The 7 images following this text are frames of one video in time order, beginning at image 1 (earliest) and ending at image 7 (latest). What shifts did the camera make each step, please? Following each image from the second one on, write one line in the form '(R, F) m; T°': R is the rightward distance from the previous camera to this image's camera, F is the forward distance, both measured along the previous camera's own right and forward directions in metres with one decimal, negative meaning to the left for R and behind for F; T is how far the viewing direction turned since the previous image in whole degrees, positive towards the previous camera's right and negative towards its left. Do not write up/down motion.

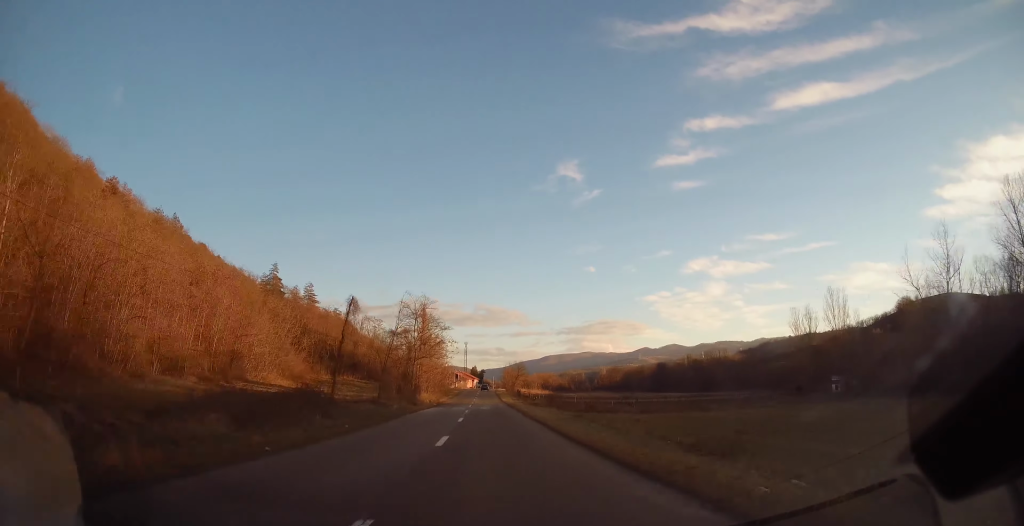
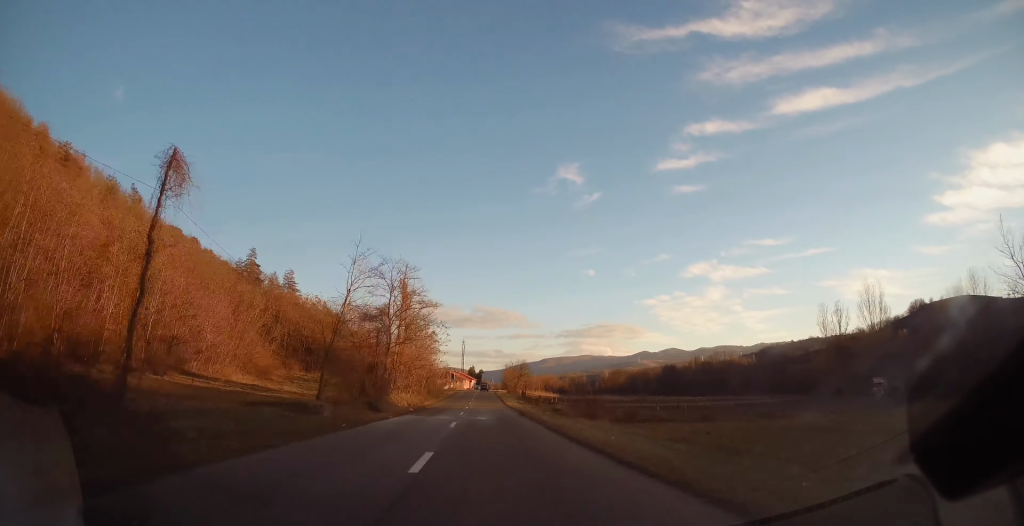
(-0.1, +16.7) m; +1°
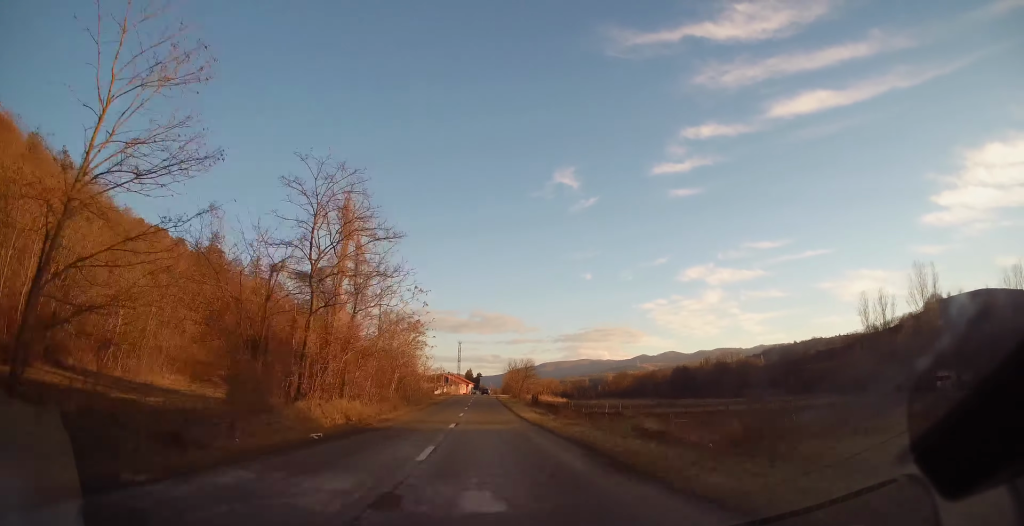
(+0.3, +21.2) m; +1°
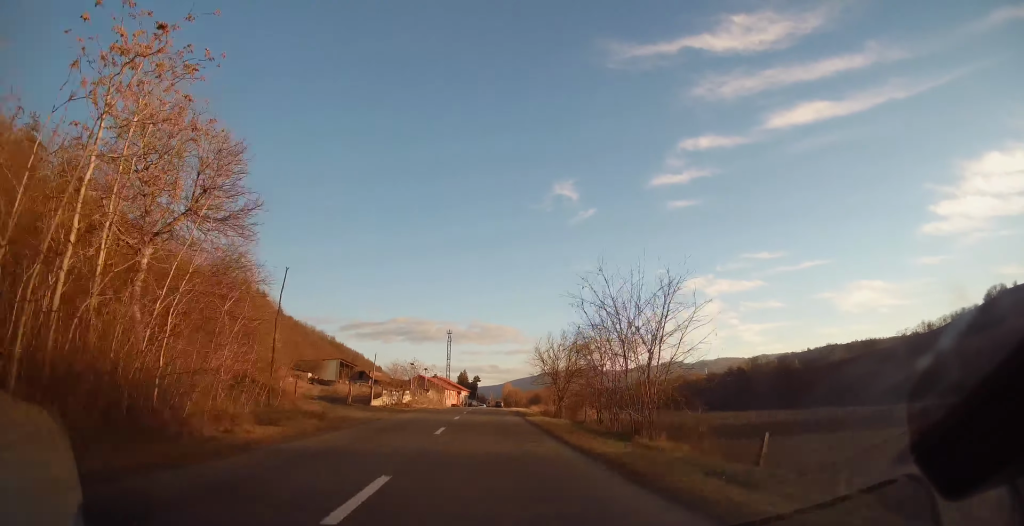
(-0.8, +63.3) m; -1°
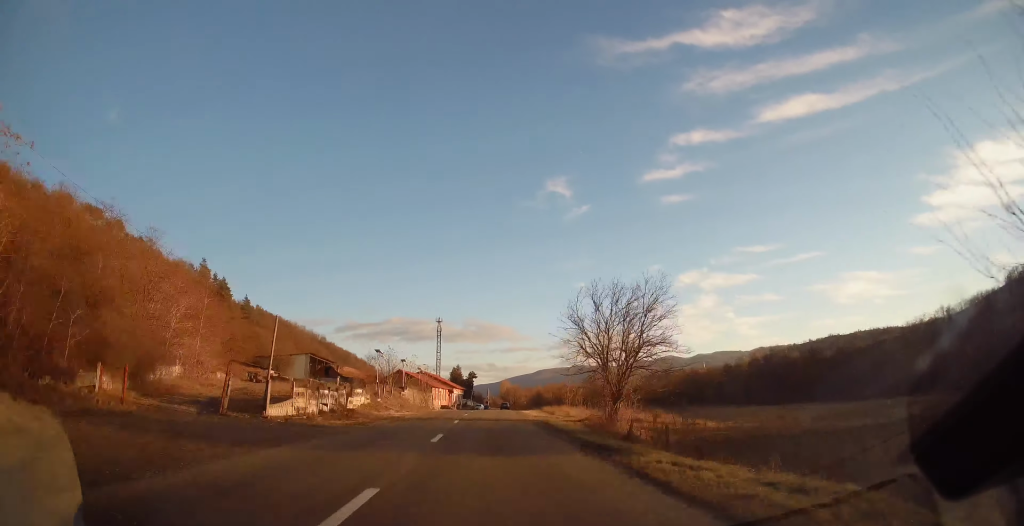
(+0.2, +23.5) m; +1°
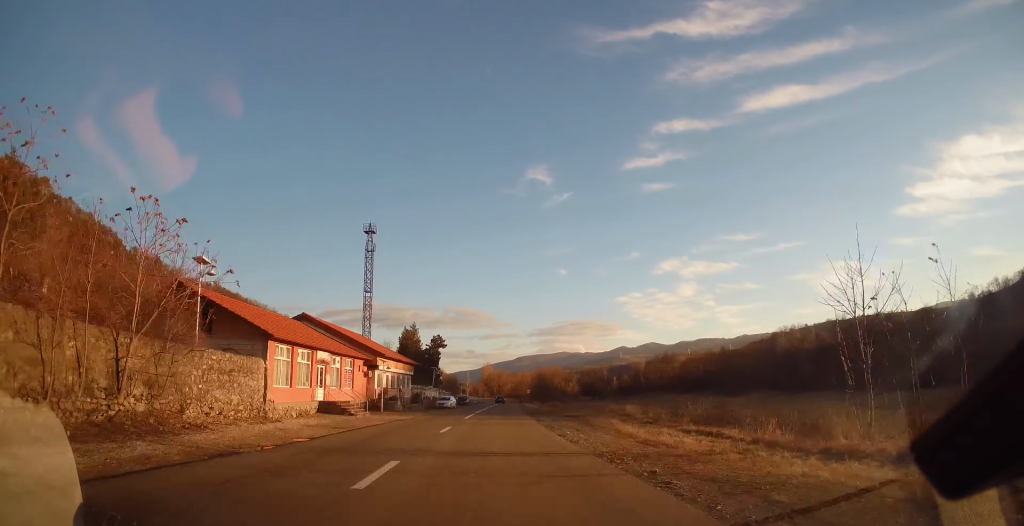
(+0.8, +65.1) m; +2°
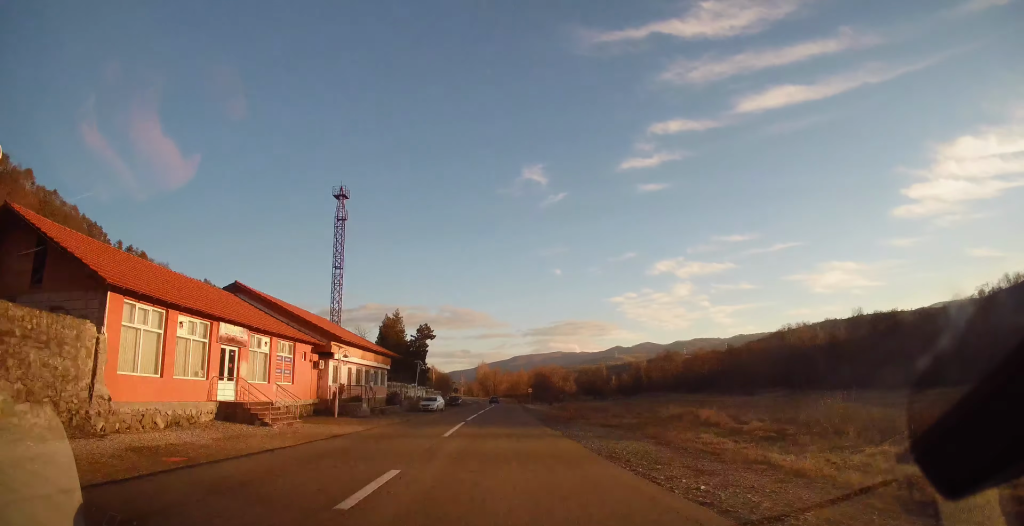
(0.0, +12.4) m; +1°
